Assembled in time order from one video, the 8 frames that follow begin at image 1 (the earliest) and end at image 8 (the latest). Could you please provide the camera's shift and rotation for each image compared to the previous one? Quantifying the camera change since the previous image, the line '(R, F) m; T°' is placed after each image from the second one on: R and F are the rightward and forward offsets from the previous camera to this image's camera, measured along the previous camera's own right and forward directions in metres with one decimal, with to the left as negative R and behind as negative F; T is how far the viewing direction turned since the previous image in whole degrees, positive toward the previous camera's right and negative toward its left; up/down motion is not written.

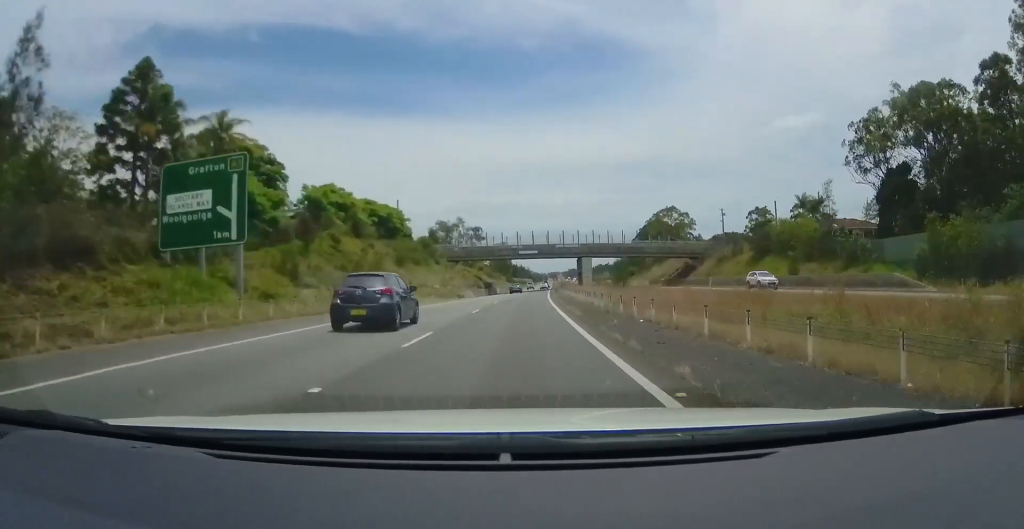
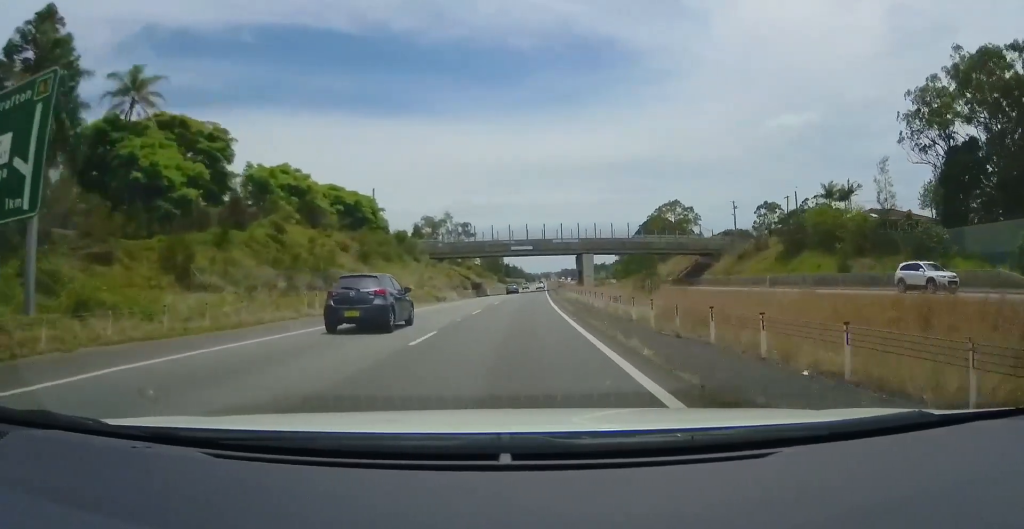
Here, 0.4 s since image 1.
(+0.3, +12.0) m; +1°
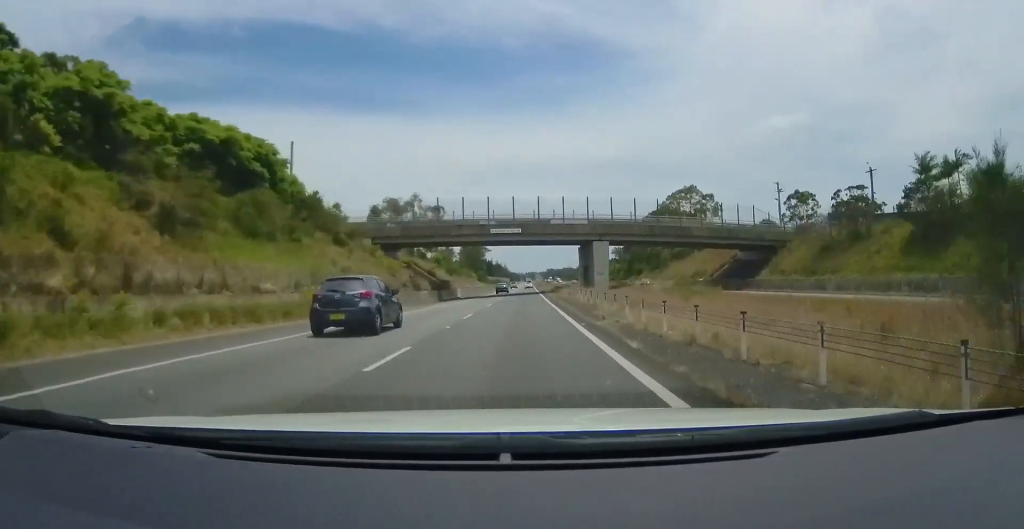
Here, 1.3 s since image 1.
(+0.4, +27.7) m; +2°
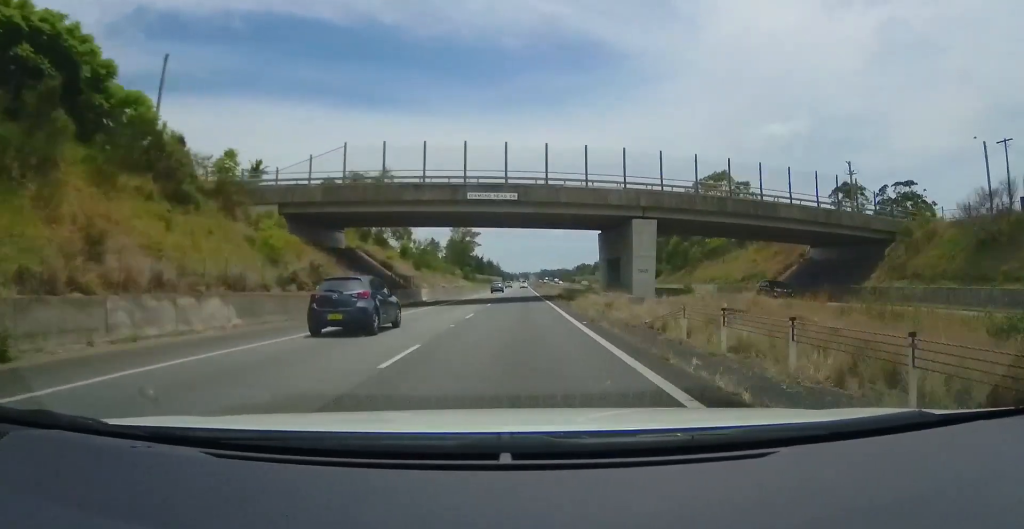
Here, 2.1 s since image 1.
(+0.2, +24.1) m; +1°
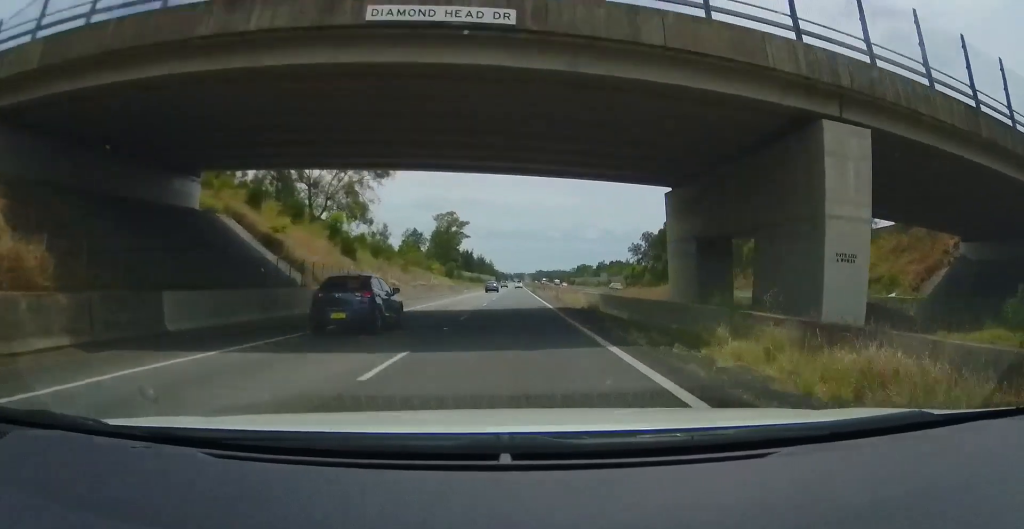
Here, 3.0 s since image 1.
(+0.6, +26.5) m; +1°
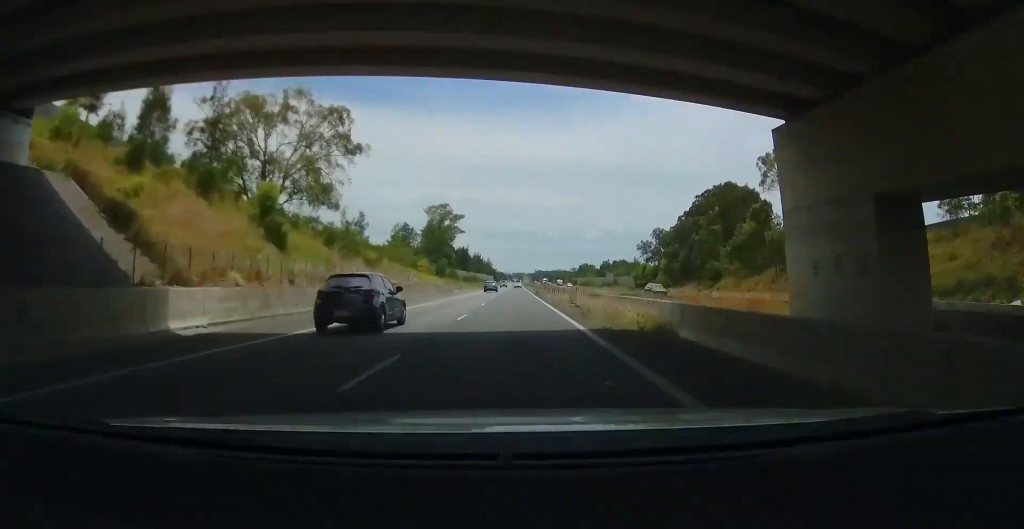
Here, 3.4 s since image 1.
(0.0, +13.3) m; 0°
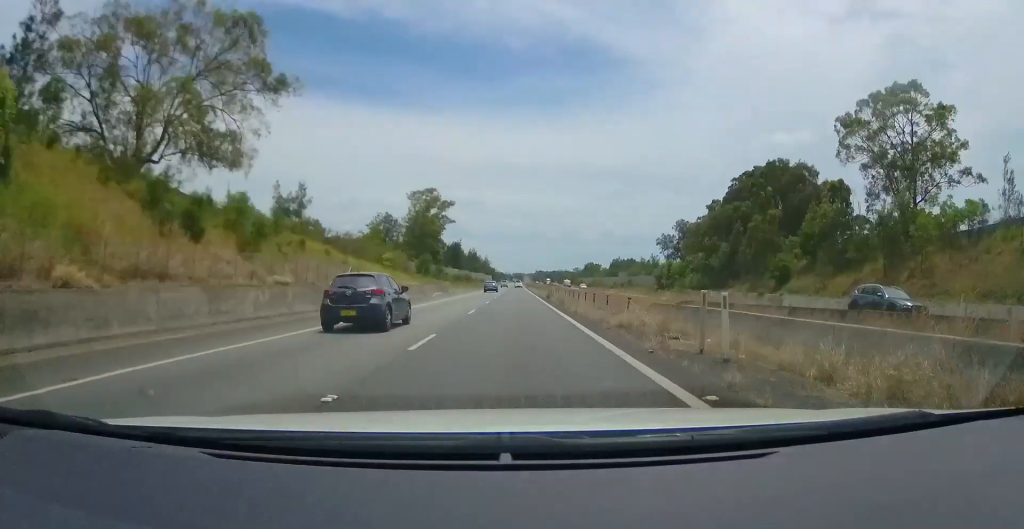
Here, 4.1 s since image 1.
(-0.1, +20.5) m; 0°
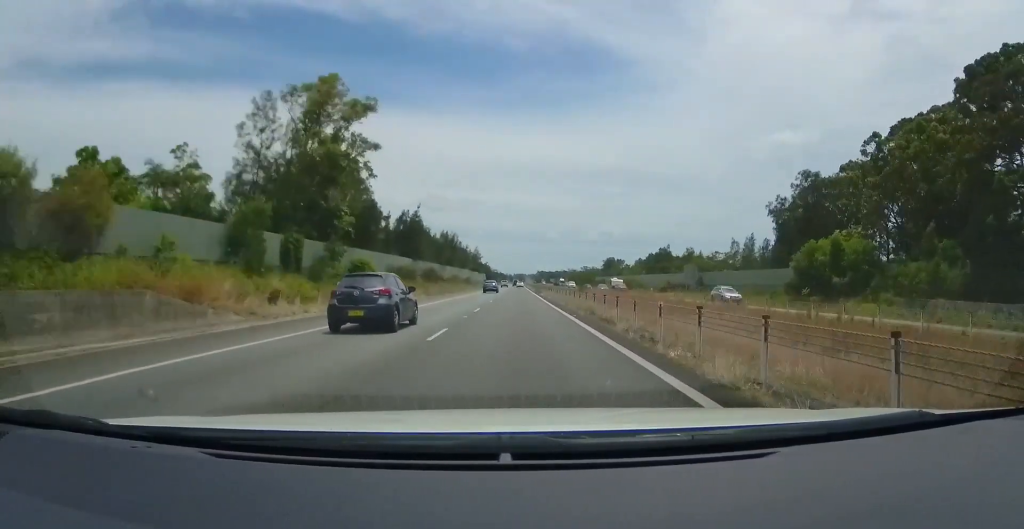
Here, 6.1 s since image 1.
(+0.4, +60.0) m; +1°
